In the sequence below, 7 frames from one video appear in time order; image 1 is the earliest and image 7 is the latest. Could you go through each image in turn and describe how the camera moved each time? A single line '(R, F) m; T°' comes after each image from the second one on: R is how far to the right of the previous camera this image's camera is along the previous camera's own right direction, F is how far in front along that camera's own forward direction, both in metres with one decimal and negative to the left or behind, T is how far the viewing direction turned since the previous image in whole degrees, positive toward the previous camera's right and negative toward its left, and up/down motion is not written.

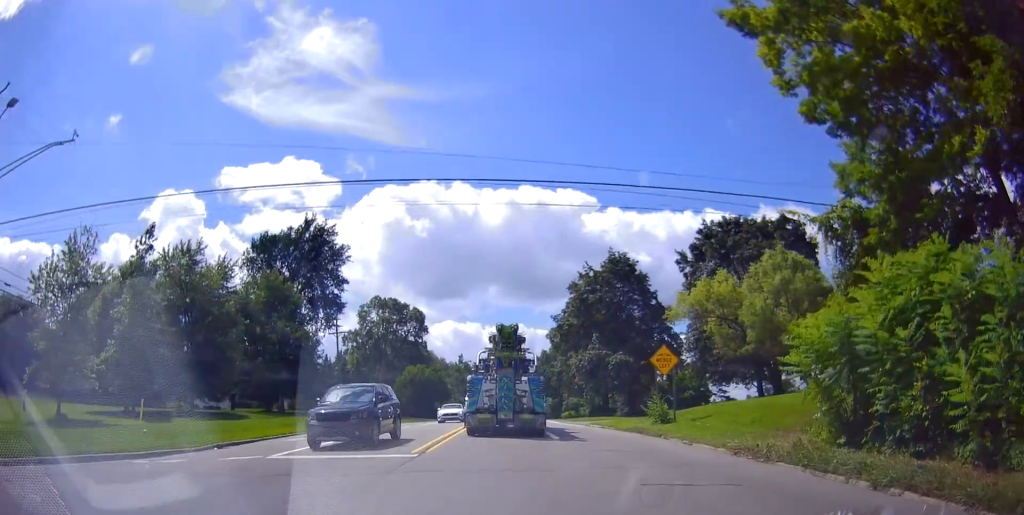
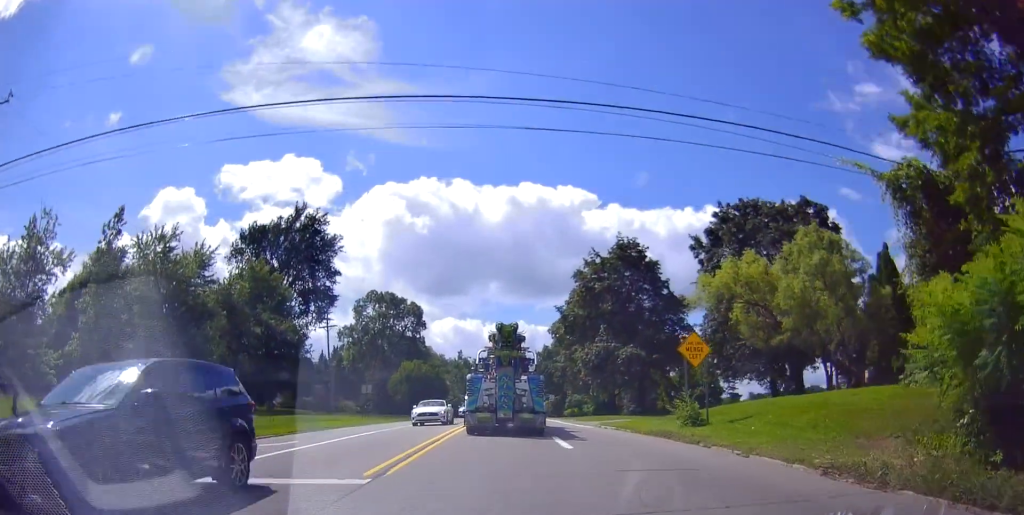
(-0.2, +3.2) m; 0°
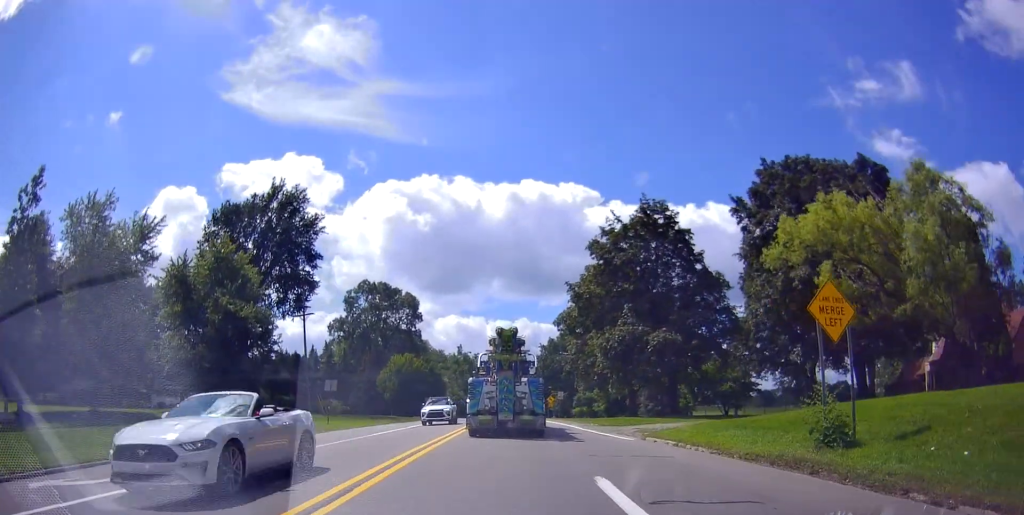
(+0.3, +7.5) m; +3°
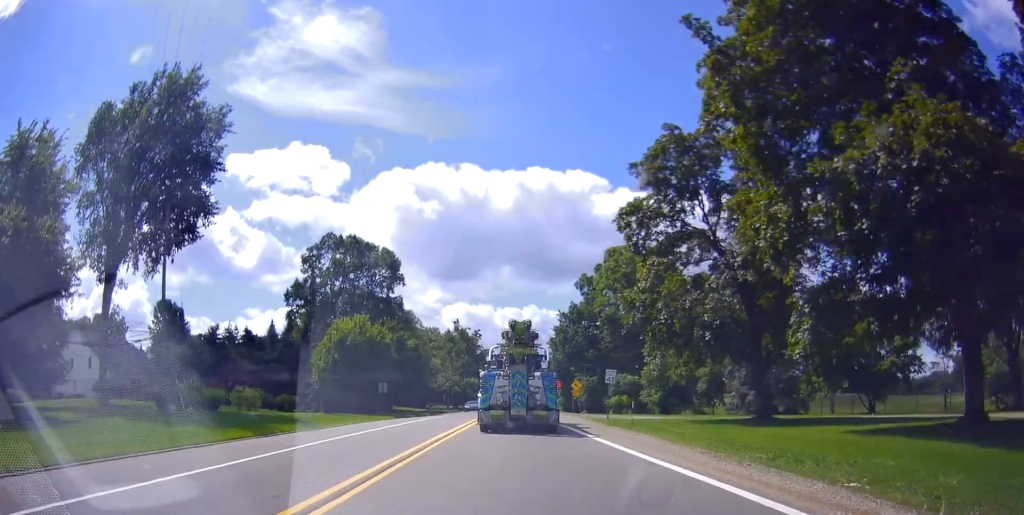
(+0.1, +24.3) m; 0°
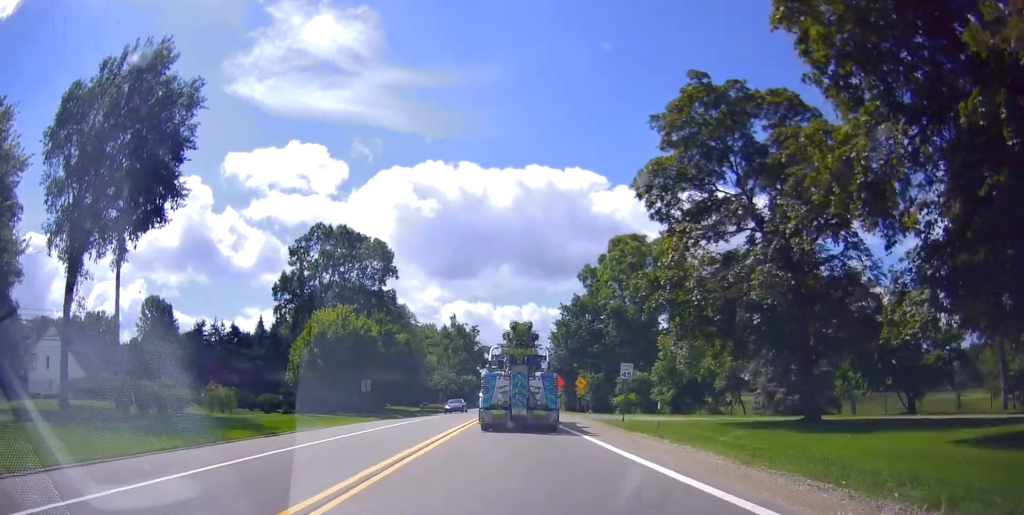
(0.0, +4.7) m; 0°
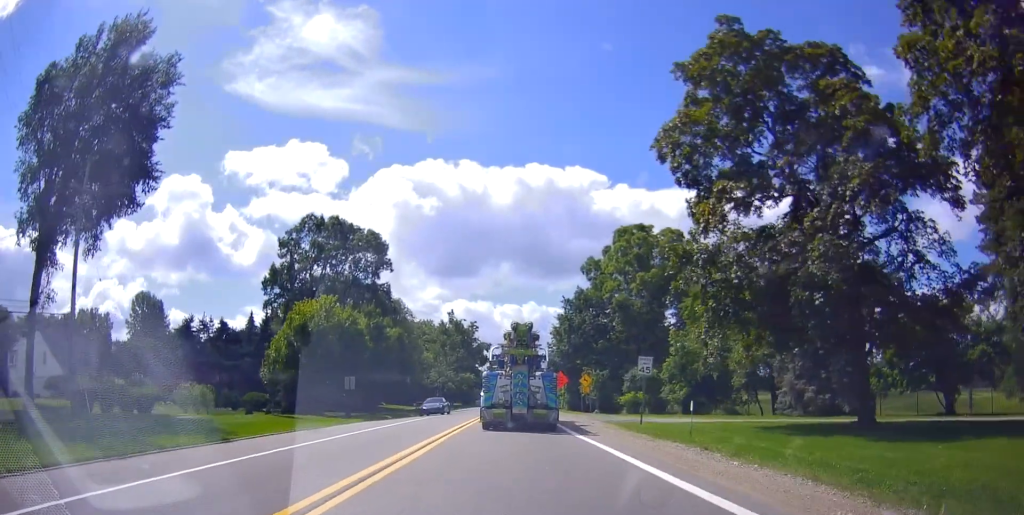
(0.0, +3.9) m; 0°
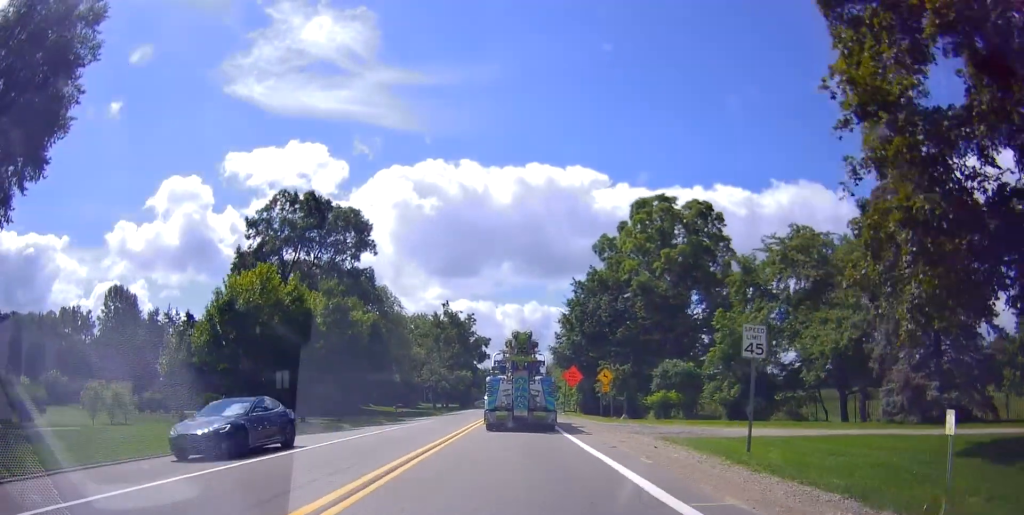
(0.0, +11.0) m; 0°
